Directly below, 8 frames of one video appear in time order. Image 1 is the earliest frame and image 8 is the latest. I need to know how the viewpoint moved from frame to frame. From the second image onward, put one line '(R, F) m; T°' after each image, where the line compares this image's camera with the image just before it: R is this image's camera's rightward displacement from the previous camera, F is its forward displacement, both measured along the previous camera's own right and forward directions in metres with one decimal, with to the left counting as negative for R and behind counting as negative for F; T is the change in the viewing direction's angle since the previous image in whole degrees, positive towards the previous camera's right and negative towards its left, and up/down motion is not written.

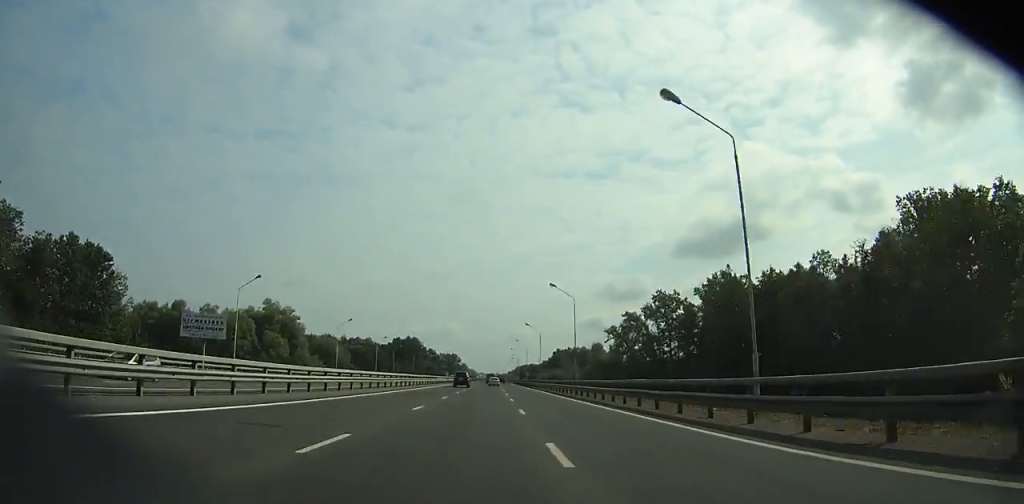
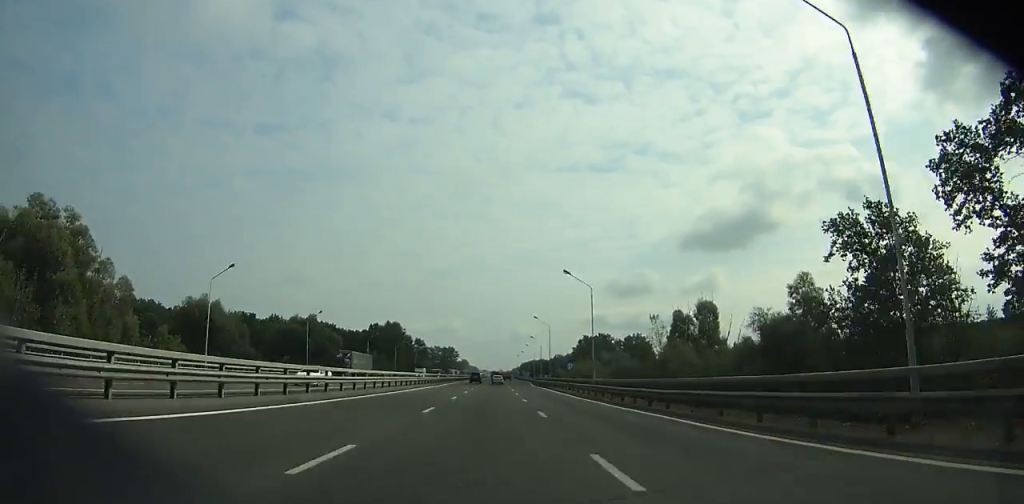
(-5.2, +95.7) m; 0°
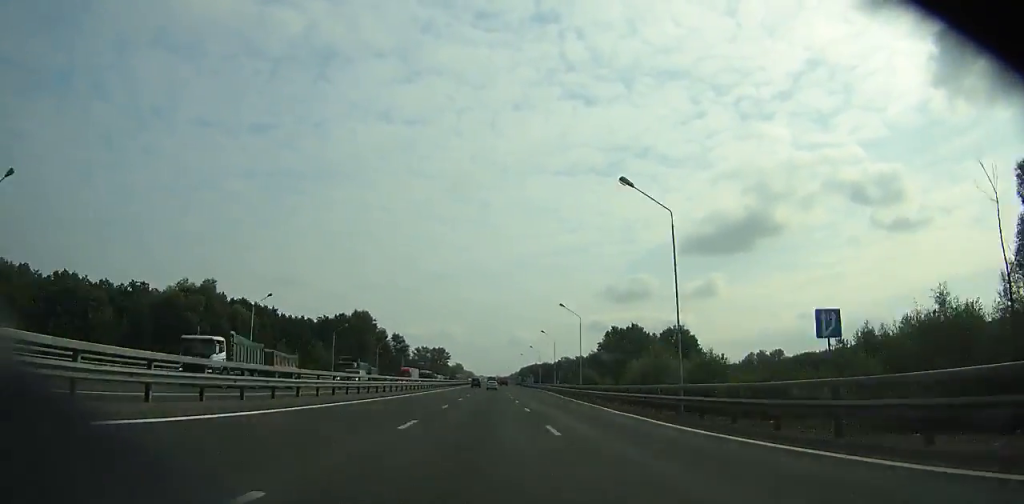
(+2.0, +68.8) m; +2°
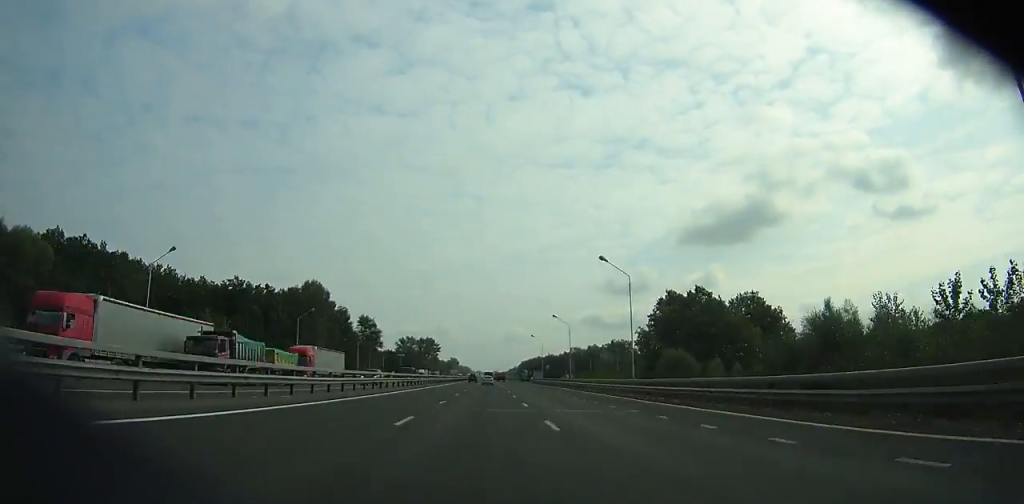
(+0.5, +62.3) m; +1°
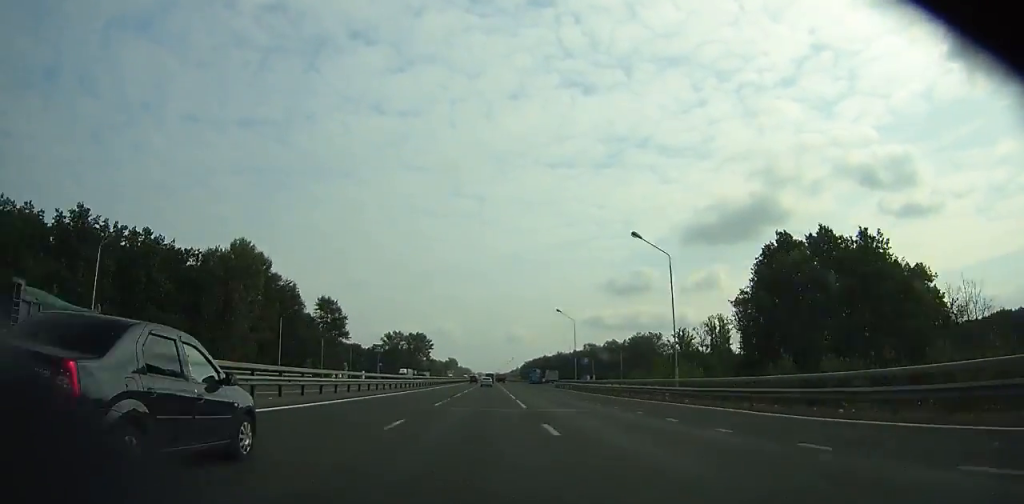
(+0.1, +49.6) m; 0°
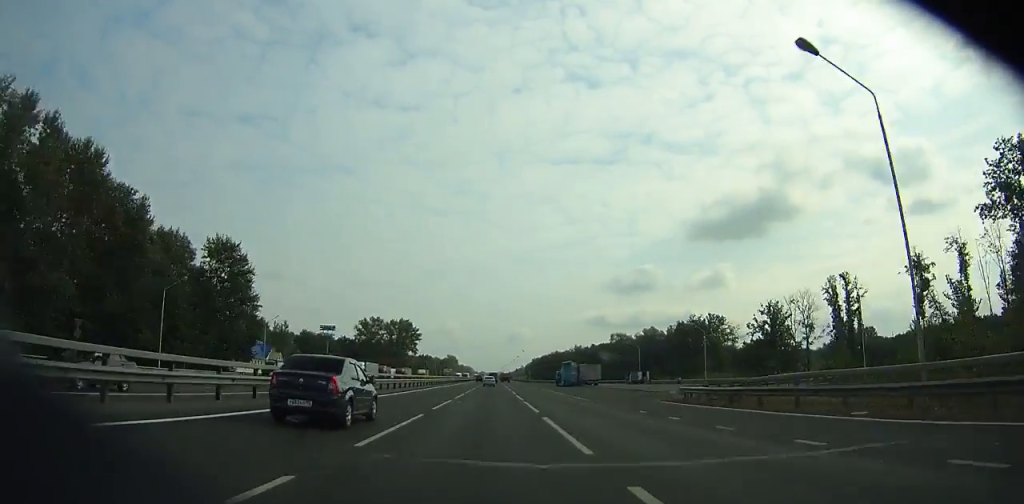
(0.0, +63.1) m; 0°
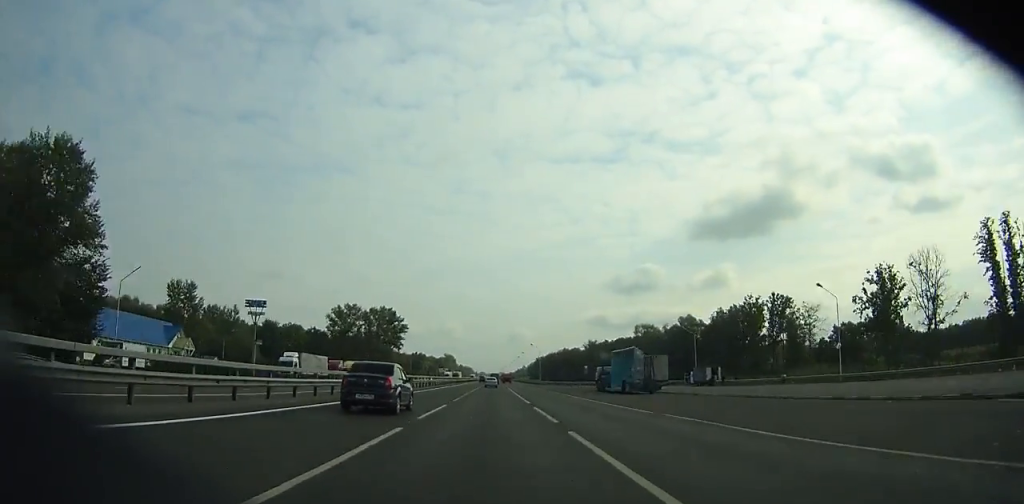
(-0.1, +39.6) m; 0°
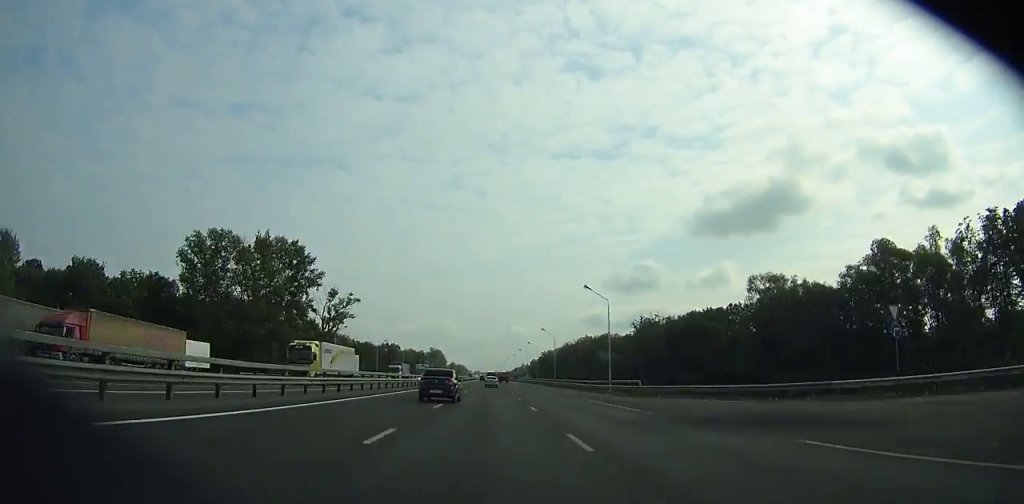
(-0.2, +95.0) m; 0°
